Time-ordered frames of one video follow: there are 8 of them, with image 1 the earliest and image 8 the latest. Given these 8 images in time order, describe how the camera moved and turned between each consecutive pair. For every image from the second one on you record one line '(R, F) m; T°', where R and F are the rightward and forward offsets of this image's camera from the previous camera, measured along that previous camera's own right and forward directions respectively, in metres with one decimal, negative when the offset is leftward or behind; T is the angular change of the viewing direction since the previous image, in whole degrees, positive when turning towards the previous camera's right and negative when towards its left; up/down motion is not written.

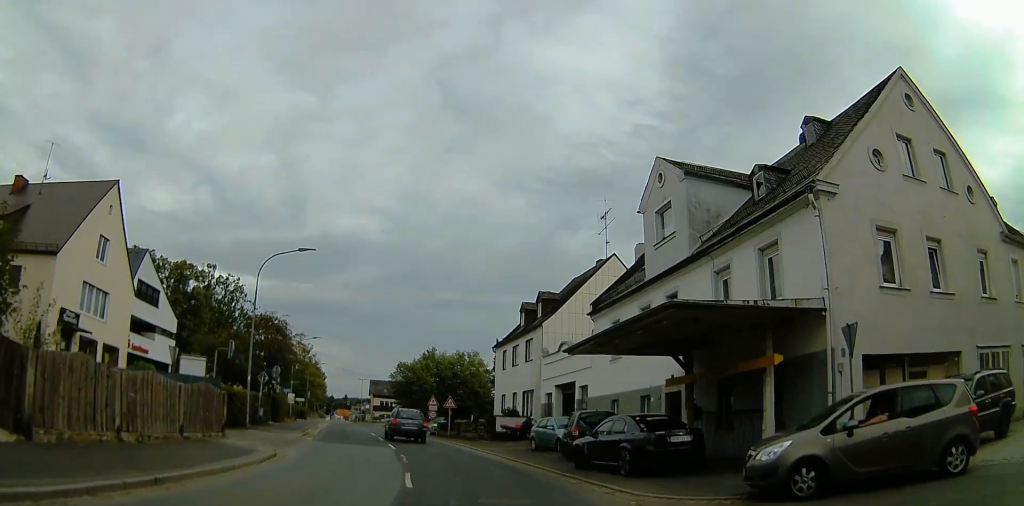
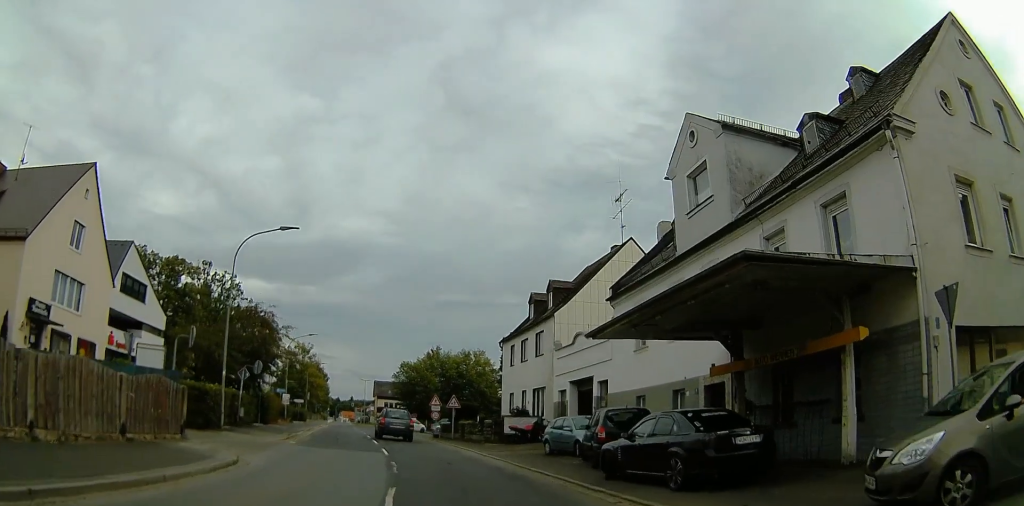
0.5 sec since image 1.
(+0.2, +3.0) m; +1°
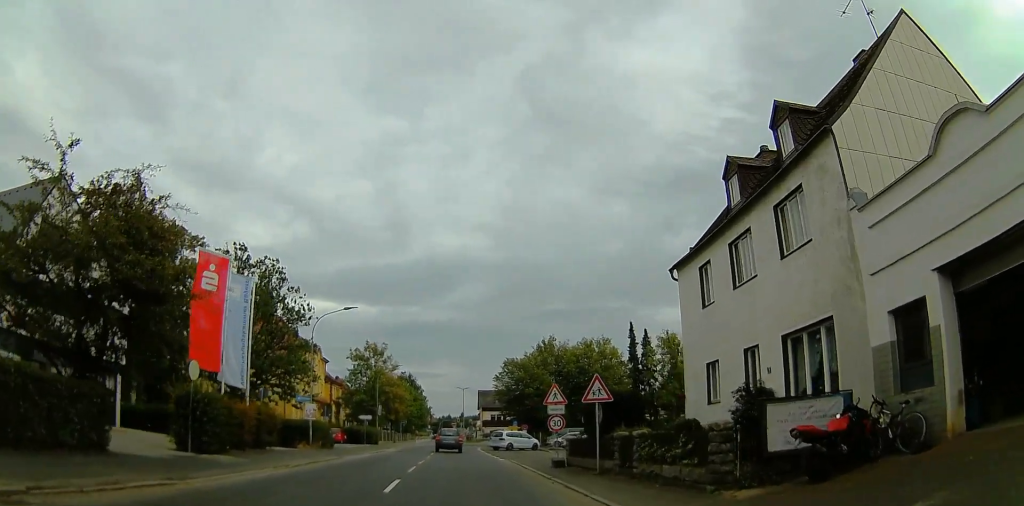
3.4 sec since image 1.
(-1.5, +19.8) m; -9°
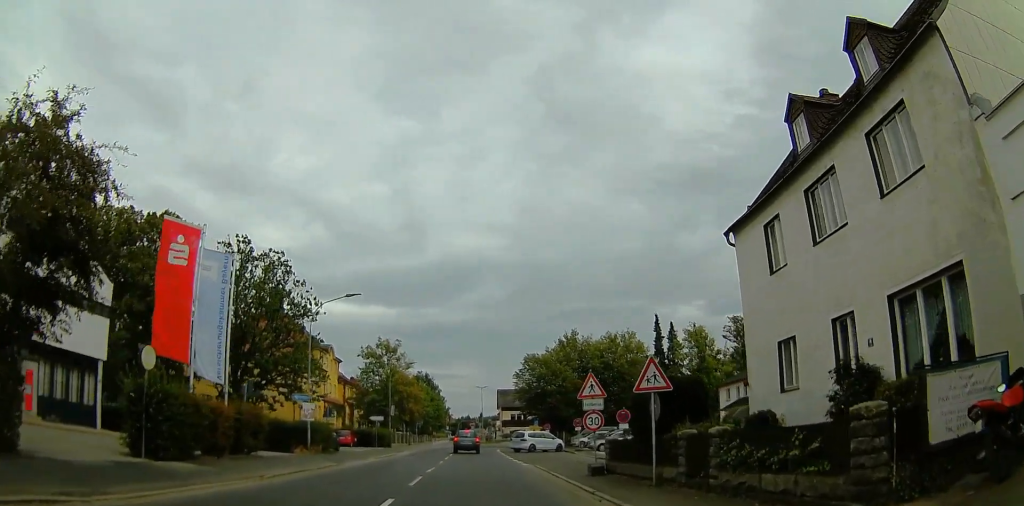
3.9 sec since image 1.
(0.0, +3.8) m; 0°
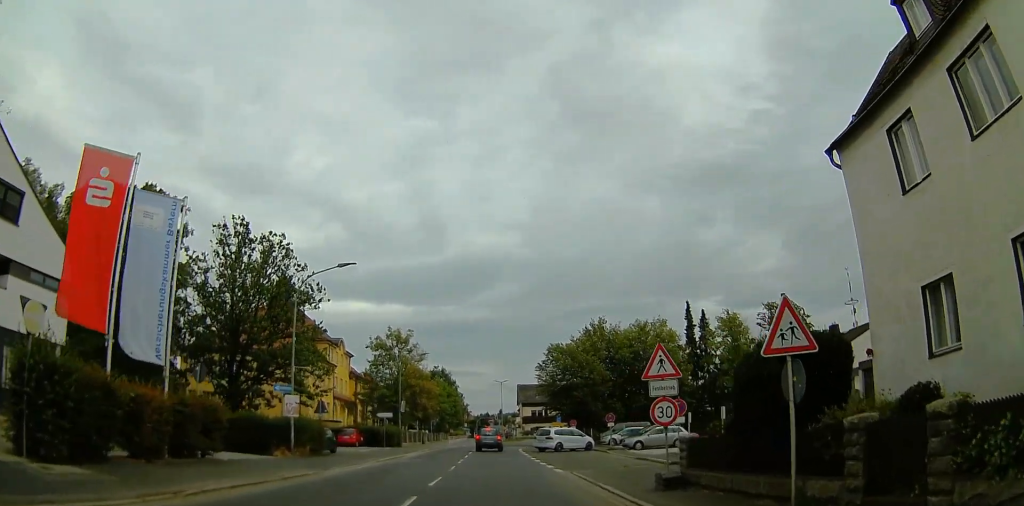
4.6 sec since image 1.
(0.0, +5.3) m; 0°
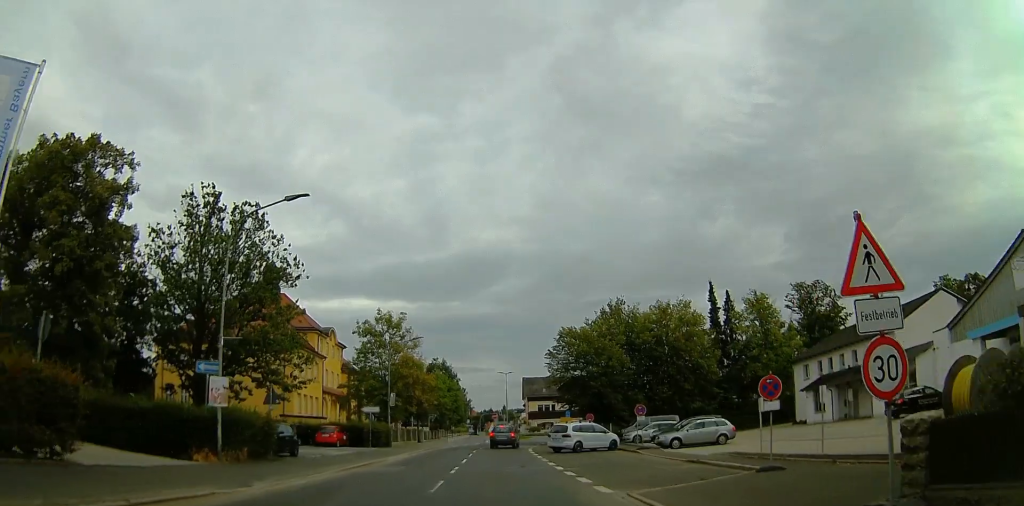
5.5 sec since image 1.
(0.0, +7.0) m; -3°
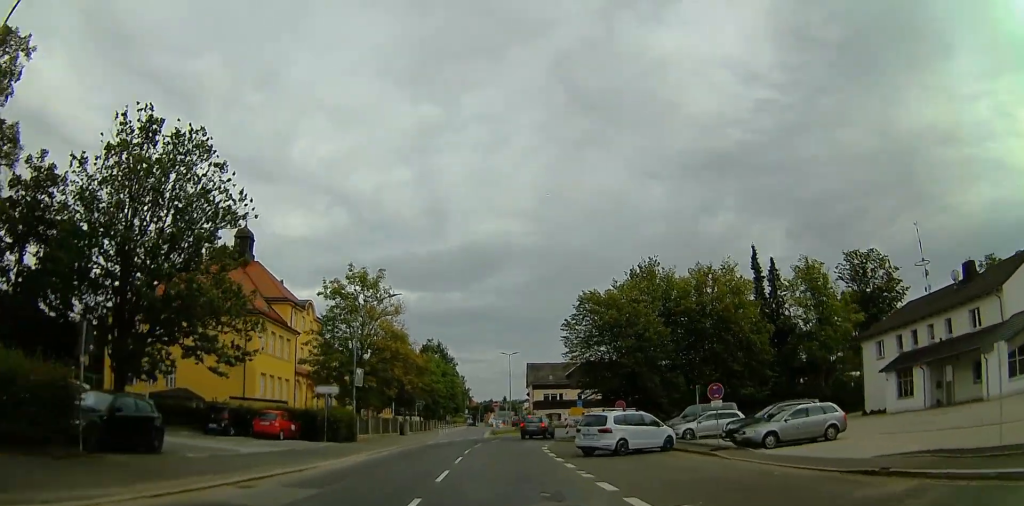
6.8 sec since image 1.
(-0.8, +10.8) m; -7°
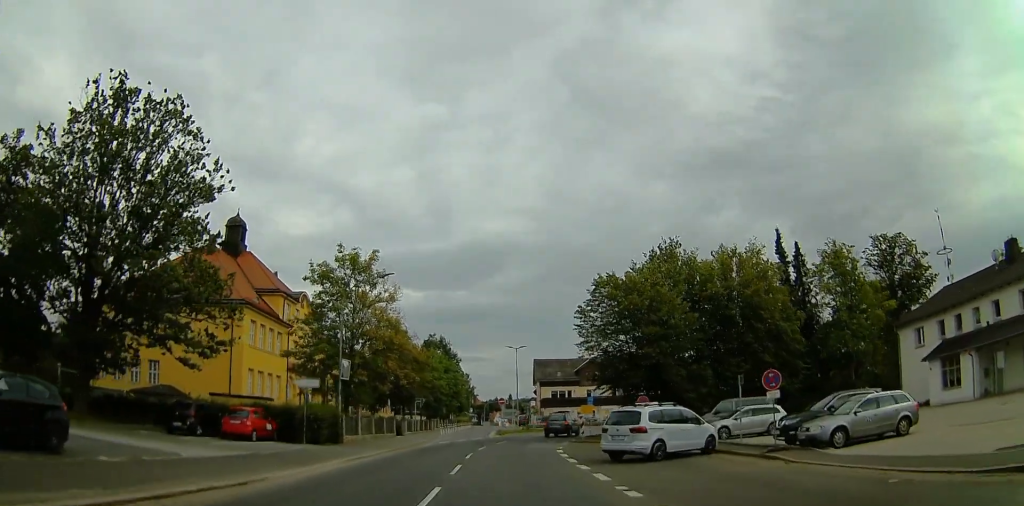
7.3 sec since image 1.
(-0.1, +4.3) m; -1°
